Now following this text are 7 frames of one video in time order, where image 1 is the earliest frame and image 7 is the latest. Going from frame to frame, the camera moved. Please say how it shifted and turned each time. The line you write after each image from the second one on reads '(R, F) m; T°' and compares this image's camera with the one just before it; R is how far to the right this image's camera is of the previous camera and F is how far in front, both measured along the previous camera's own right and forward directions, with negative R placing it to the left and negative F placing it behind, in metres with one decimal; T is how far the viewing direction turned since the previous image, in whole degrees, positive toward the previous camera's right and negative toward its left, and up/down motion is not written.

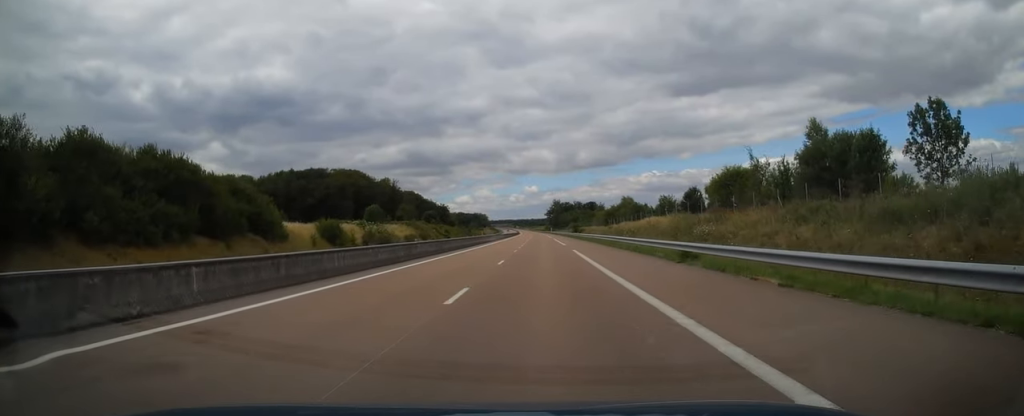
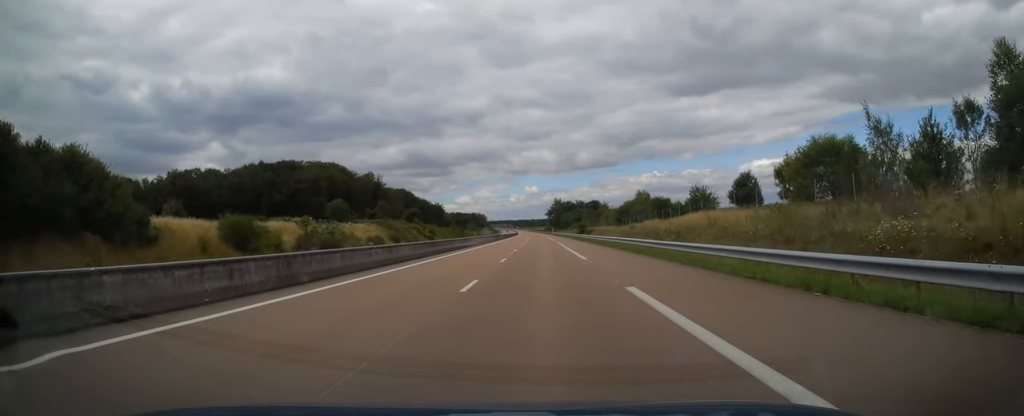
(+0.3, +23.5) m; 0°
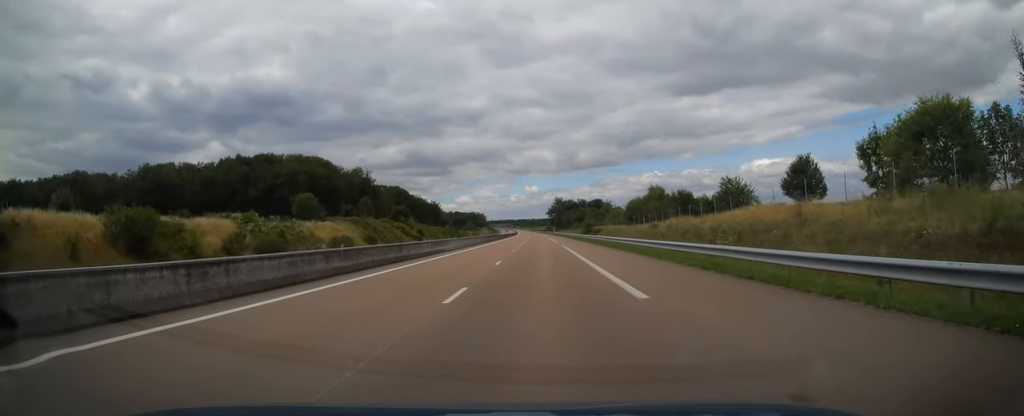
(-0.2, +15.1) m; 0°
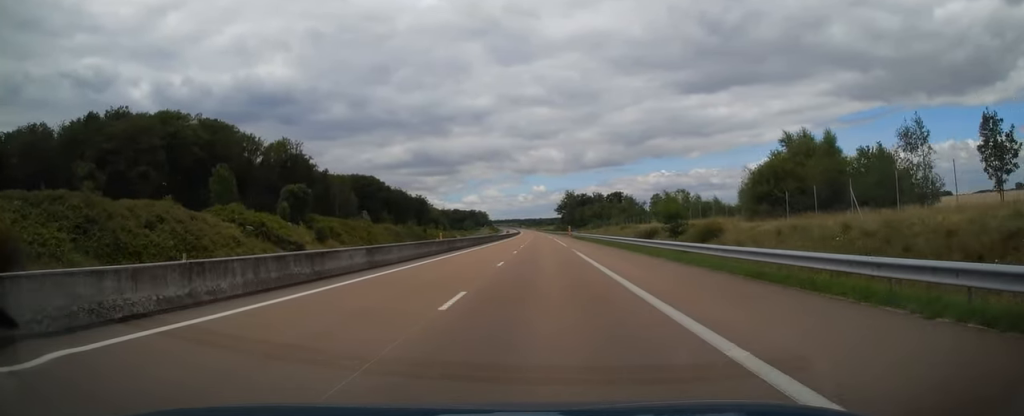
(-0.5, +65.5) m; -1°
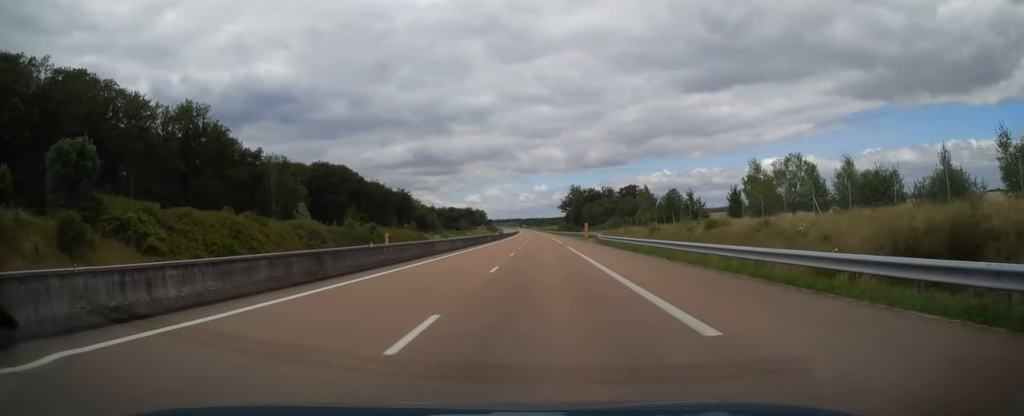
(-0.3, +42.5) m; 0°
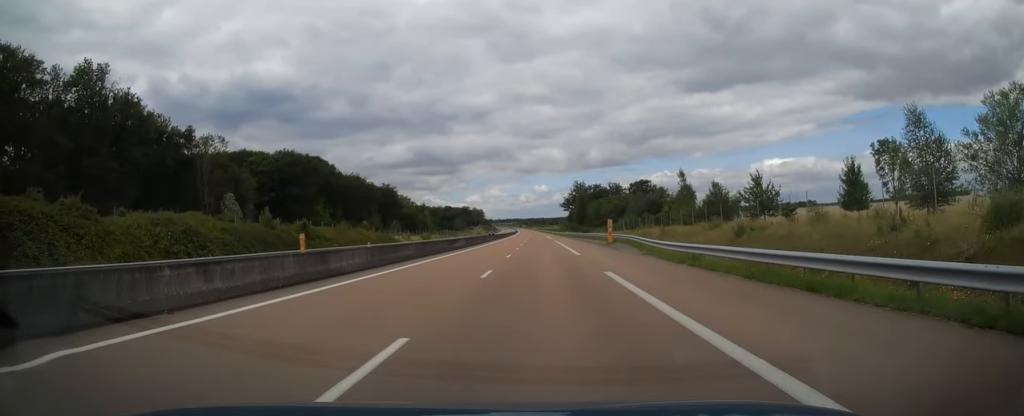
(+0.2, +27.8) m; 0°
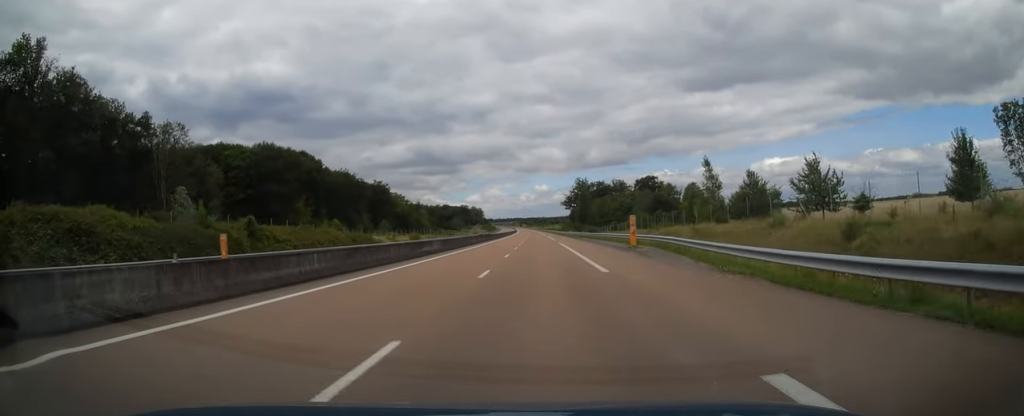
(-0.2, +13.2) m; 0°
